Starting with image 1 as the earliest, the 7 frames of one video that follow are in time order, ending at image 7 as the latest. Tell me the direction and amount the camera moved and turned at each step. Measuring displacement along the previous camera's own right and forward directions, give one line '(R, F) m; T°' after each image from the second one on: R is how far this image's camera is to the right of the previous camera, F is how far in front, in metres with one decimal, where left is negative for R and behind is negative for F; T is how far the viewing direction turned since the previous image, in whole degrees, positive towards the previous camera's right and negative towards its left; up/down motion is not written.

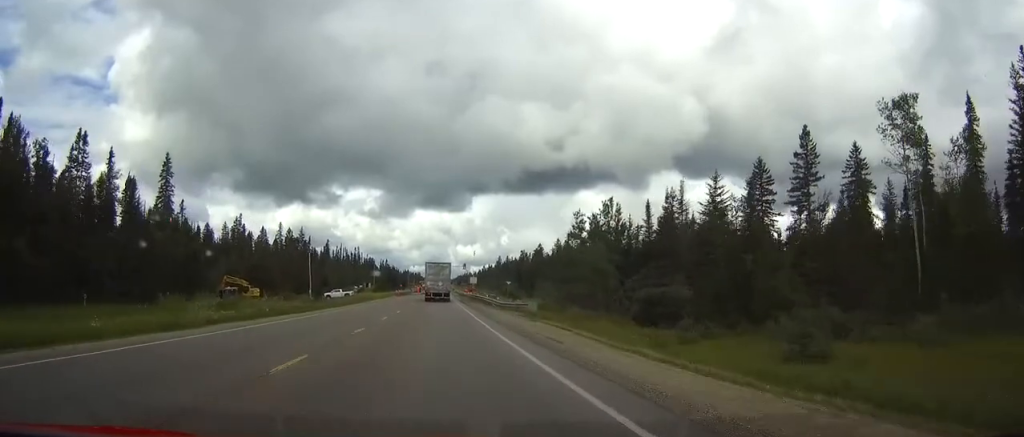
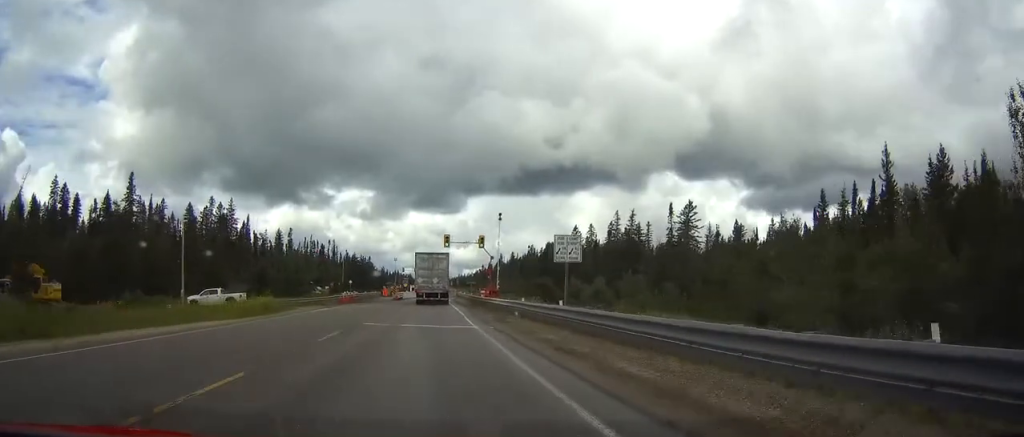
(+0.3, +73.1) m; +1°
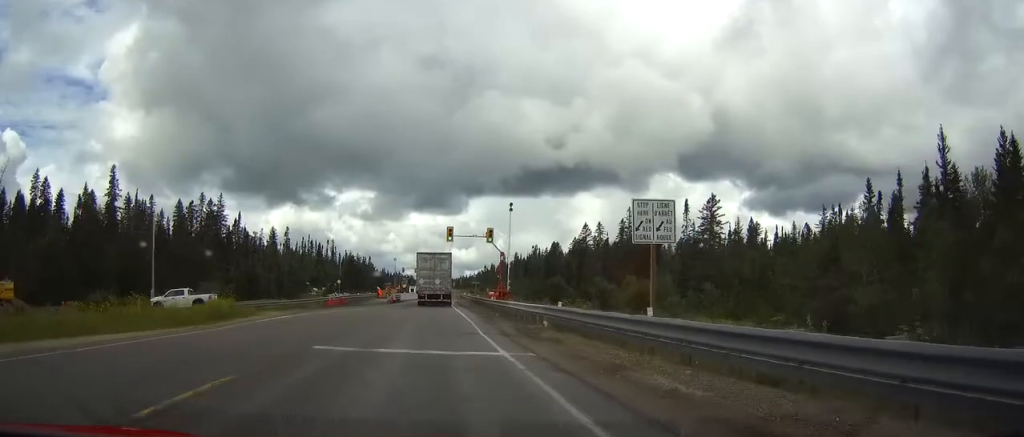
(-0.1, +9.1) m; 0°
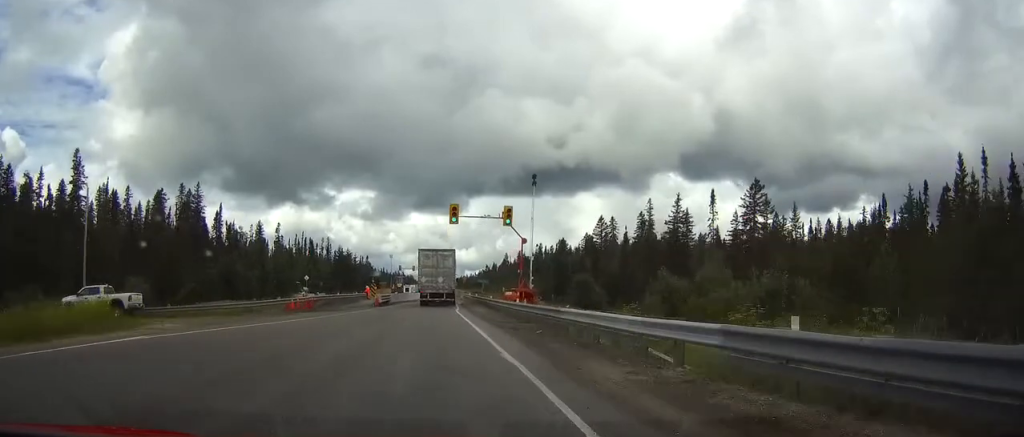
(0.0, +15.0) m; 0°
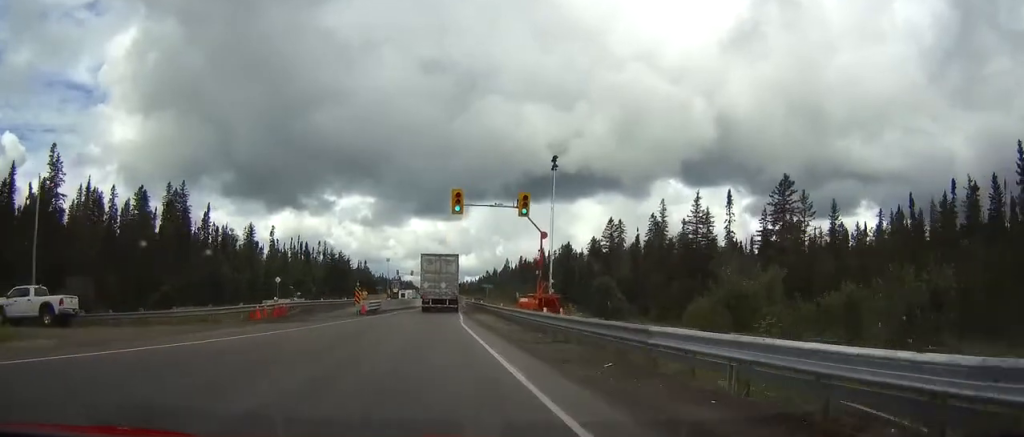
(+0.1, +8.3) m; 0°
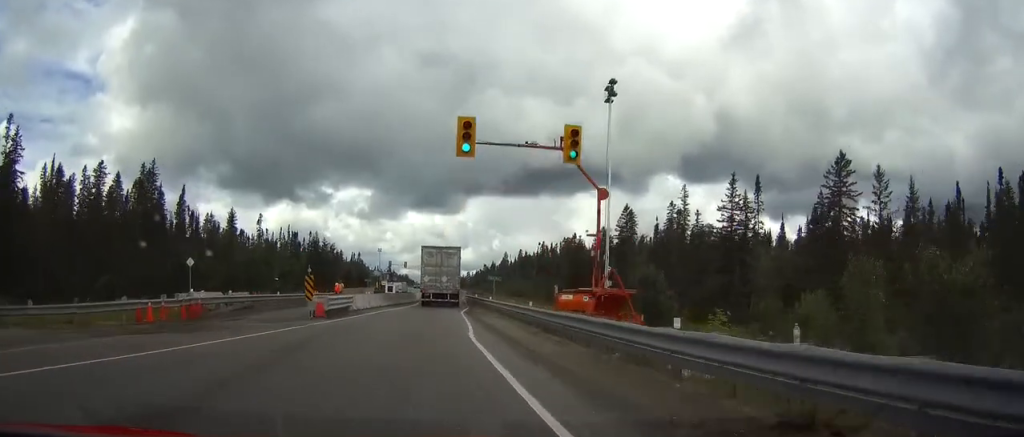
(0.0, +13.4) m; 0°
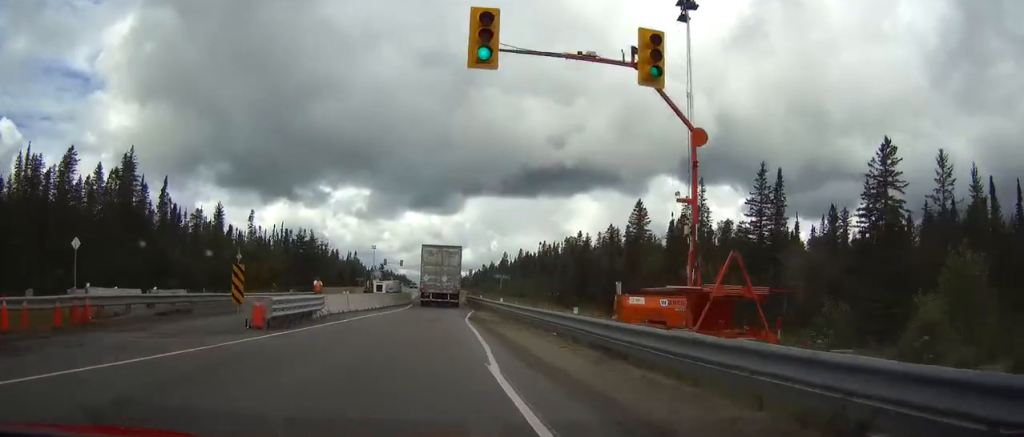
(0.0, +8.7) m; 0°
